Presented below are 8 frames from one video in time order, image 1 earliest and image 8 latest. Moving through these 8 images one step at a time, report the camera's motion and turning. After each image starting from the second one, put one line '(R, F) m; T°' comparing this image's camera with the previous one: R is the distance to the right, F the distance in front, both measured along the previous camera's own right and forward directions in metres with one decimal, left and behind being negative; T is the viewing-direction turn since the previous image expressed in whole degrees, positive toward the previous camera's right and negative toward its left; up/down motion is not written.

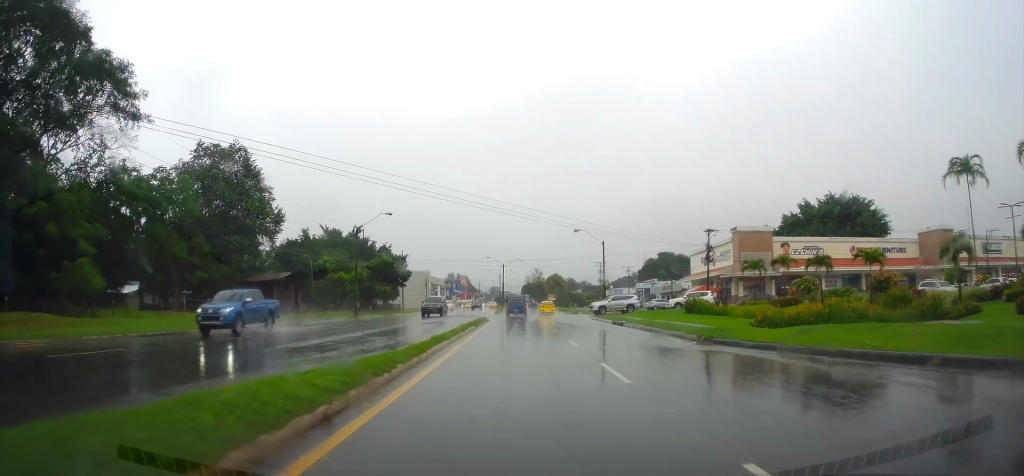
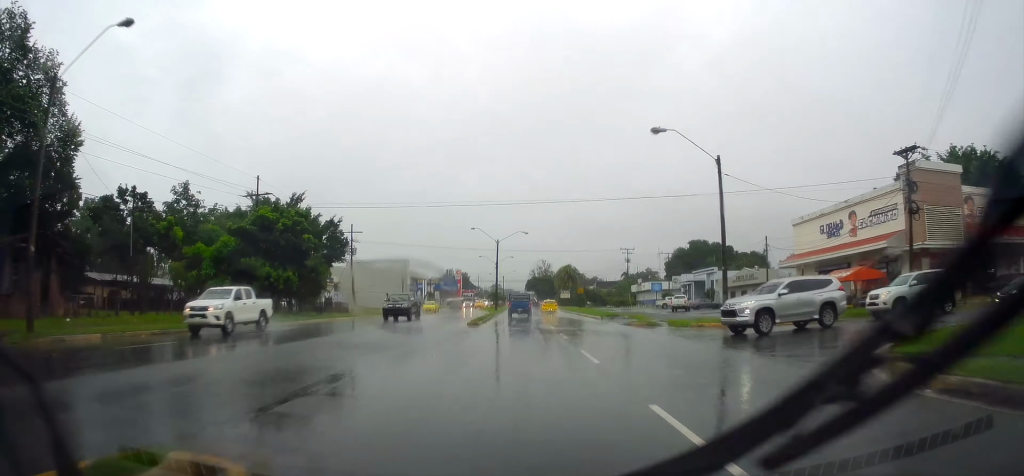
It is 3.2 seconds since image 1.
(+0.1, +37.4) m; +1°
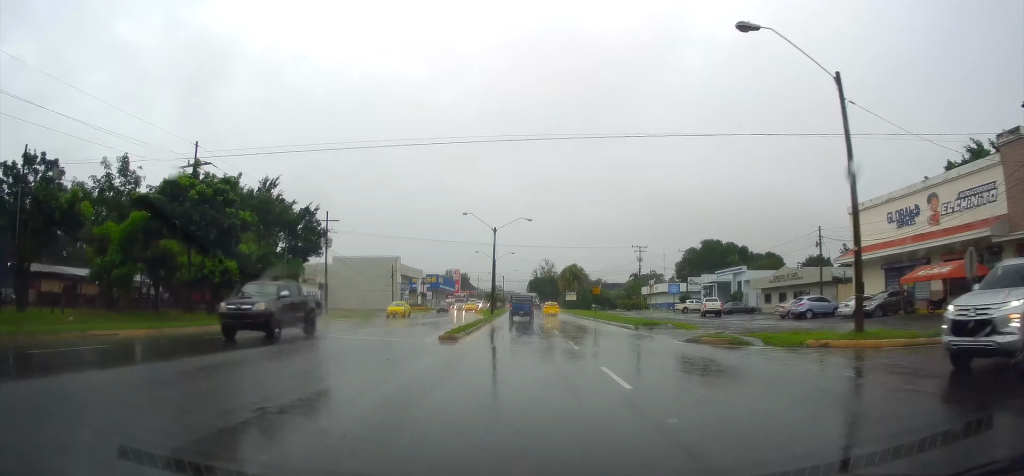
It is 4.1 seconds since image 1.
(+0.2, +11.4) m; -1°
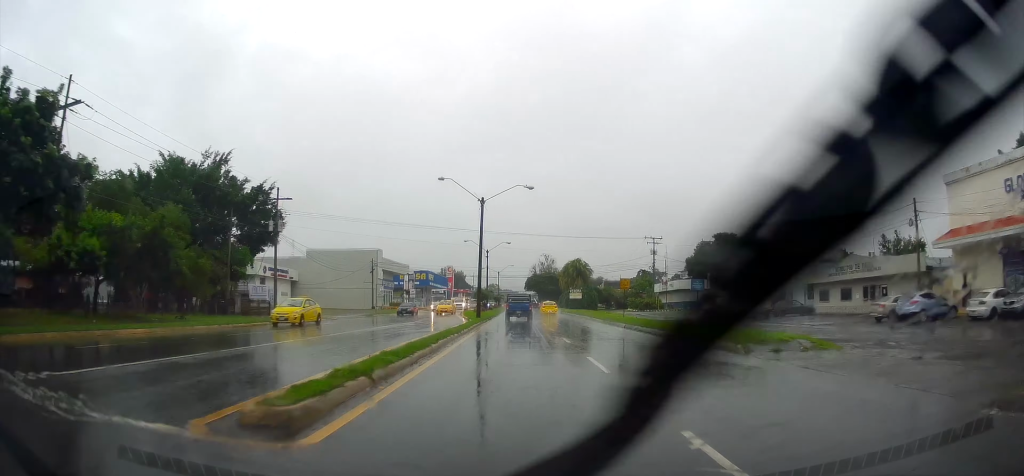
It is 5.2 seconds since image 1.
(+0.4, +13.5) m; -1°
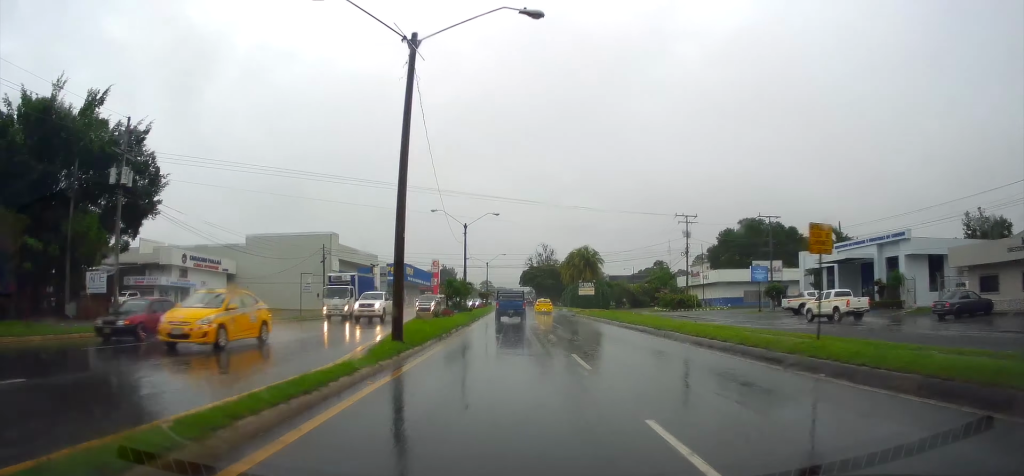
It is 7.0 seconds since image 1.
(-1.0, +22.8) m; +1°
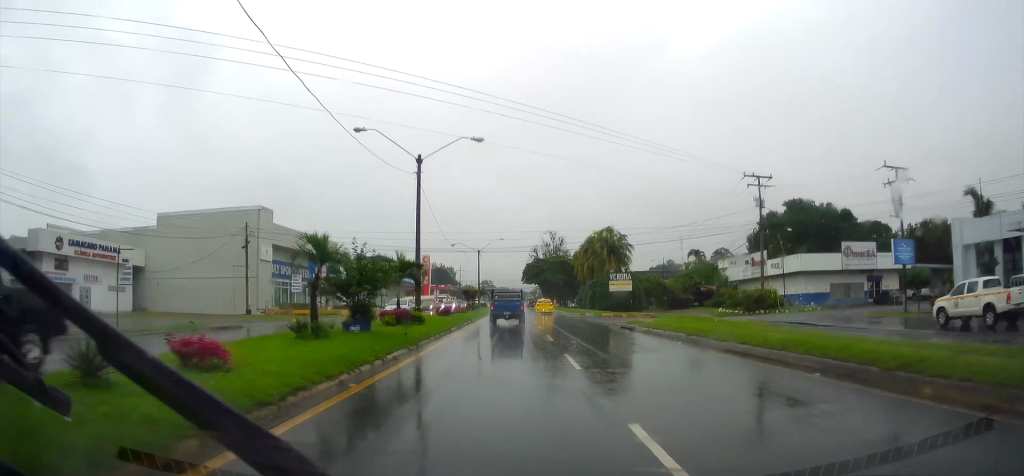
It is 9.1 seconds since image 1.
(+1.2, +25.2) m; 0°
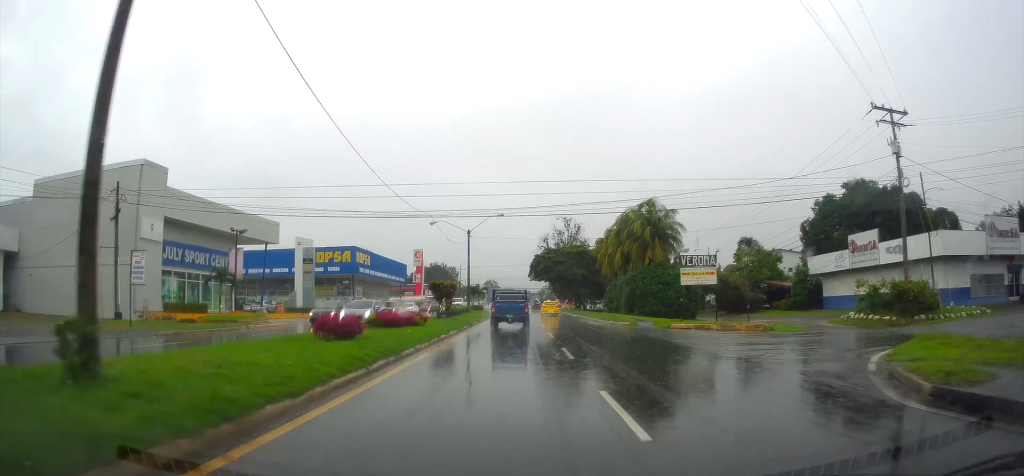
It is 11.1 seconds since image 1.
(-1.4, +22.9) m; -1°
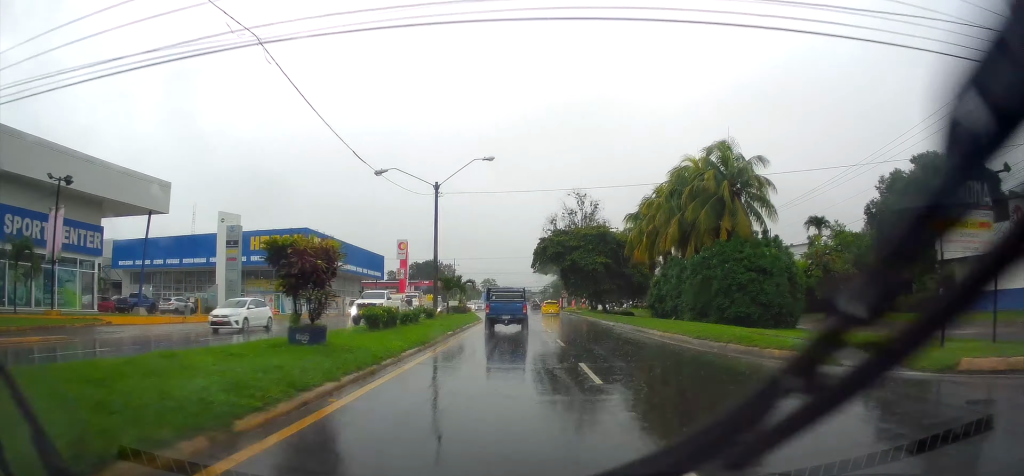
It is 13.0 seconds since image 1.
(+1.1, +21.1) m; +1°
